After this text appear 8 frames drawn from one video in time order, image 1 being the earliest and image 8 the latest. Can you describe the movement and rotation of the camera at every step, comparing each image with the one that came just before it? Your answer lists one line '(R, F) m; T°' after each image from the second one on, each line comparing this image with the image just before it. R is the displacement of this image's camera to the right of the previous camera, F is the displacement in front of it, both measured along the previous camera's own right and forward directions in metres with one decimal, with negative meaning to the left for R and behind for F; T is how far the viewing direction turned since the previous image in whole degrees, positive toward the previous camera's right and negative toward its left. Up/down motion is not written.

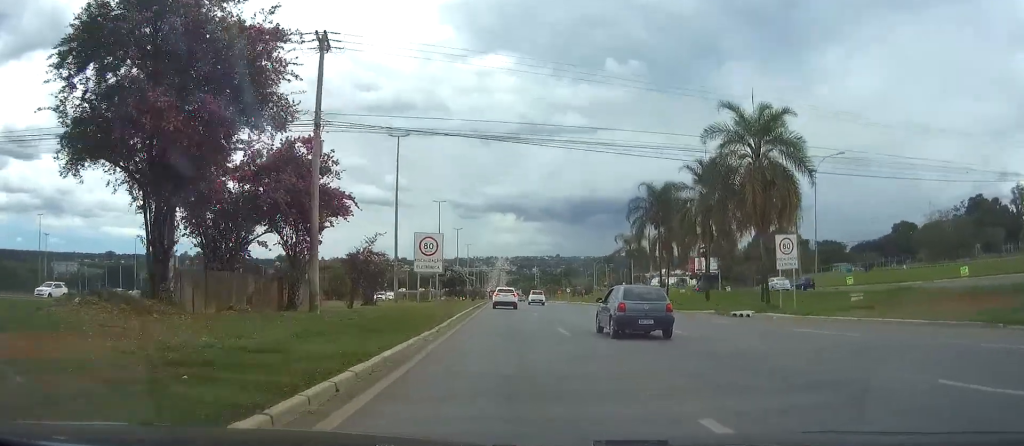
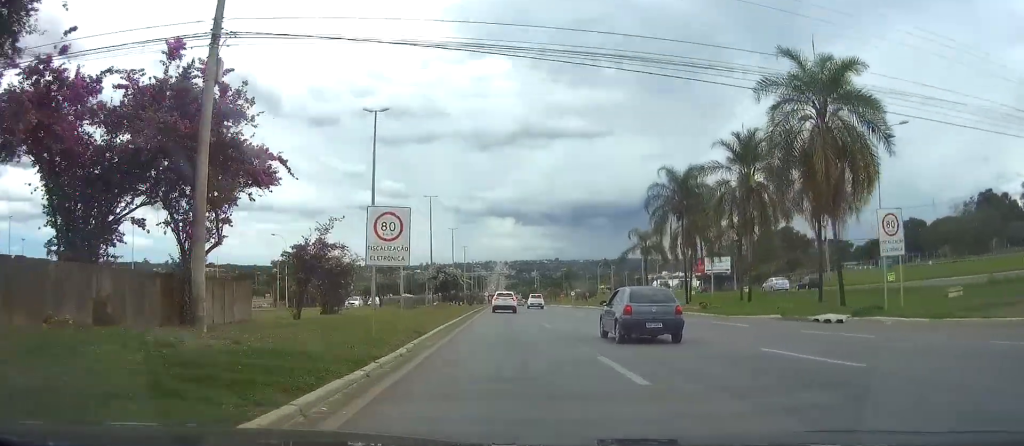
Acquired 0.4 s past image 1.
(0.0, +9.7) m; 0°
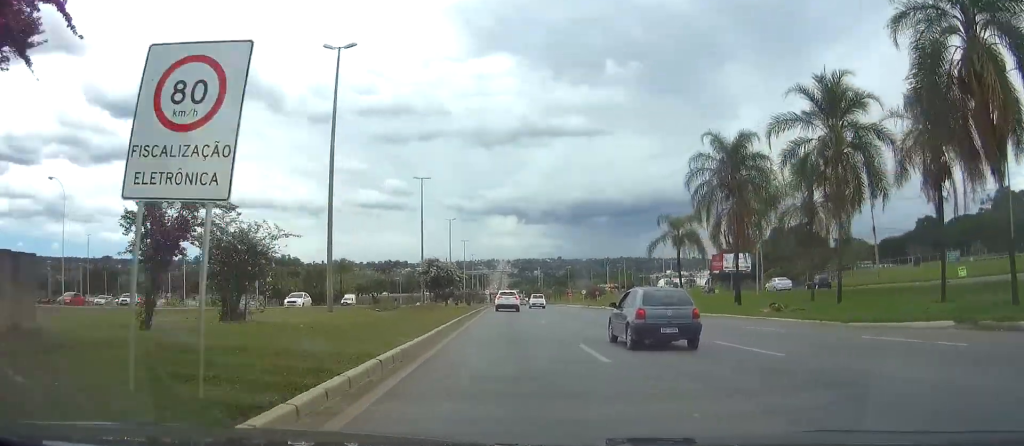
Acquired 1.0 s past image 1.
(0.0, +12.7) m; 0°
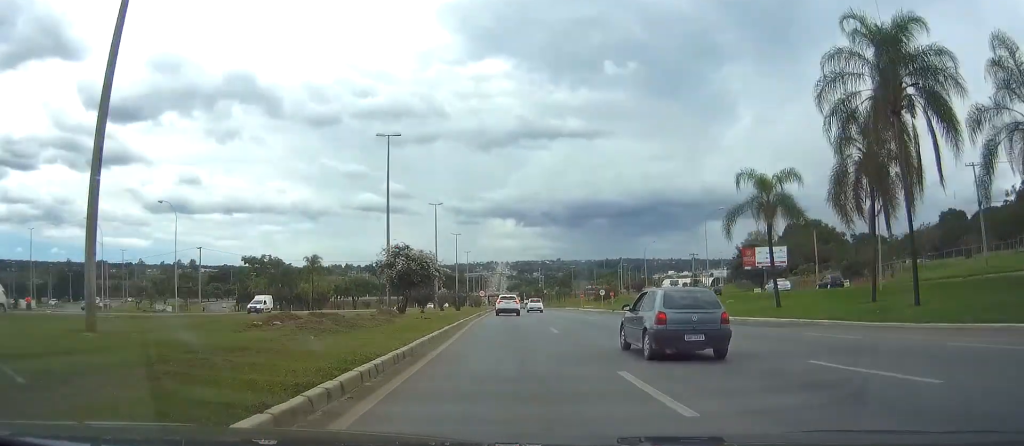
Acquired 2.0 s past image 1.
(+0.1, +21.6) m; 0°
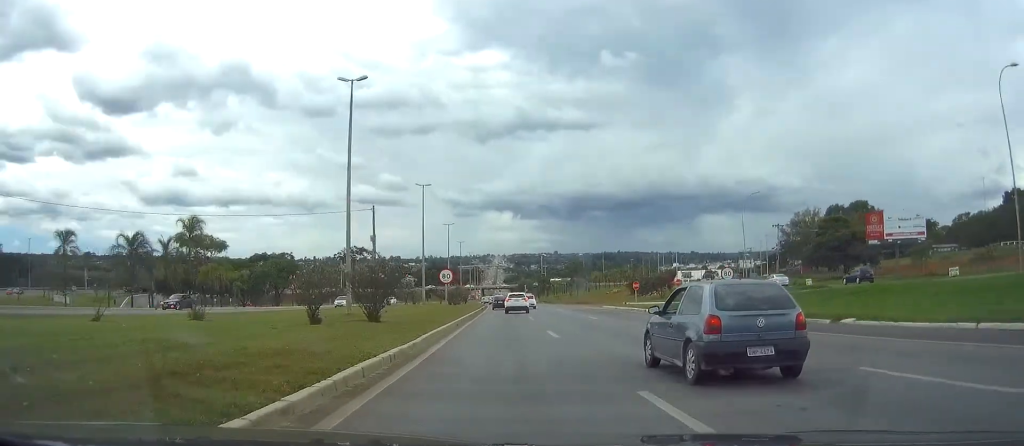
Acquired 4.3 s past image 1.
(+0.1, +50.8) m; 0°
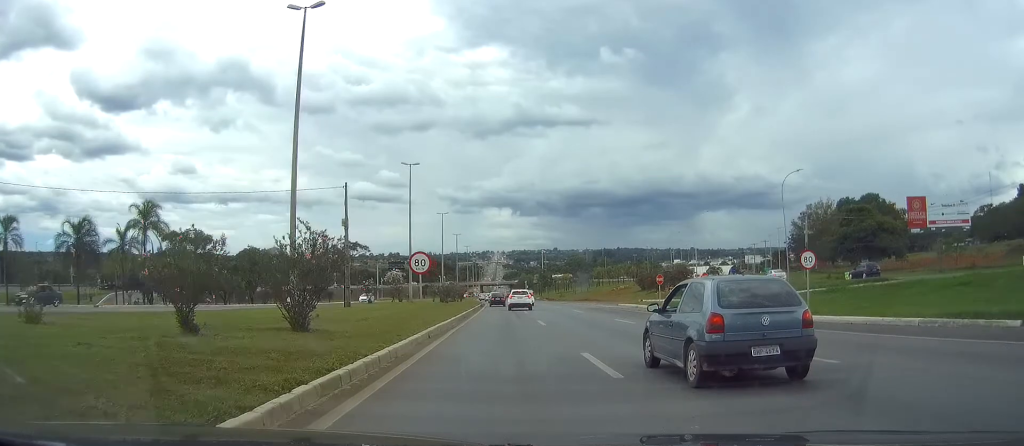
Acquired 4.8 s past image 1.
(0.0, +10.8) m; 0°
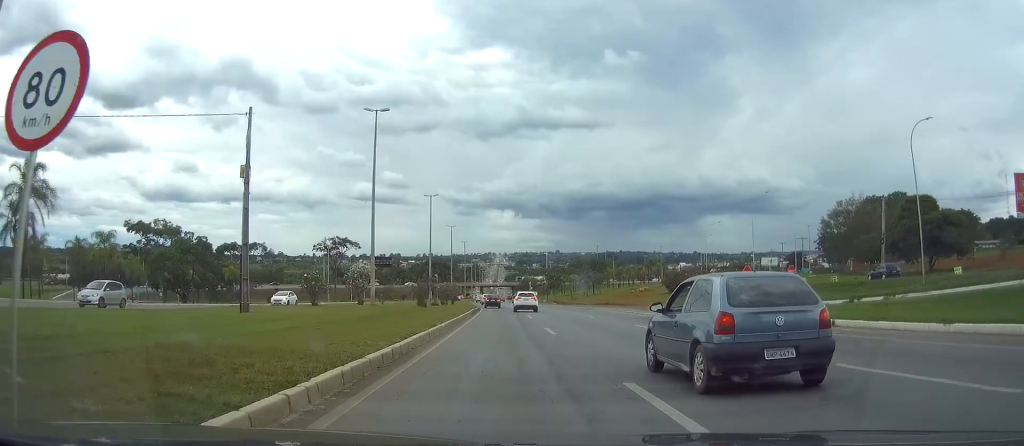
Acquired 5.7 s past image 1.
(-0.1, +21.0) m; 0°
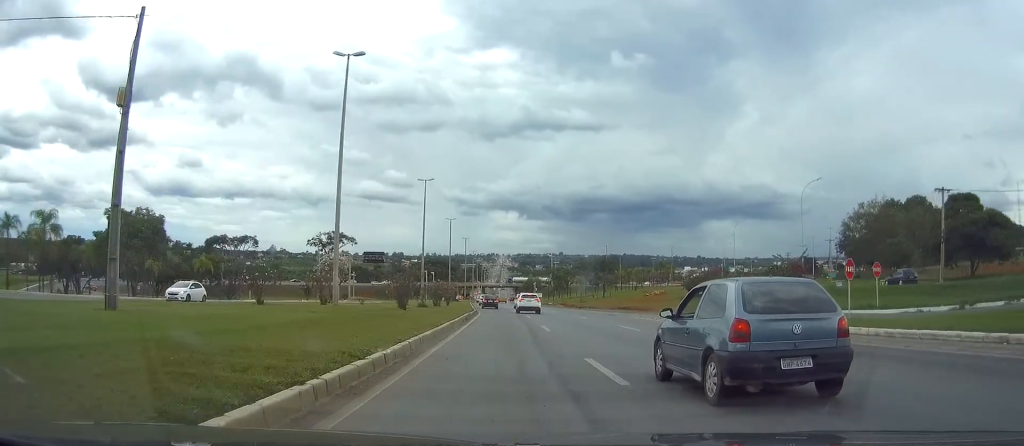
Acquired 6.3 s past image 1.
(0.0, +11.6) m; 0°
